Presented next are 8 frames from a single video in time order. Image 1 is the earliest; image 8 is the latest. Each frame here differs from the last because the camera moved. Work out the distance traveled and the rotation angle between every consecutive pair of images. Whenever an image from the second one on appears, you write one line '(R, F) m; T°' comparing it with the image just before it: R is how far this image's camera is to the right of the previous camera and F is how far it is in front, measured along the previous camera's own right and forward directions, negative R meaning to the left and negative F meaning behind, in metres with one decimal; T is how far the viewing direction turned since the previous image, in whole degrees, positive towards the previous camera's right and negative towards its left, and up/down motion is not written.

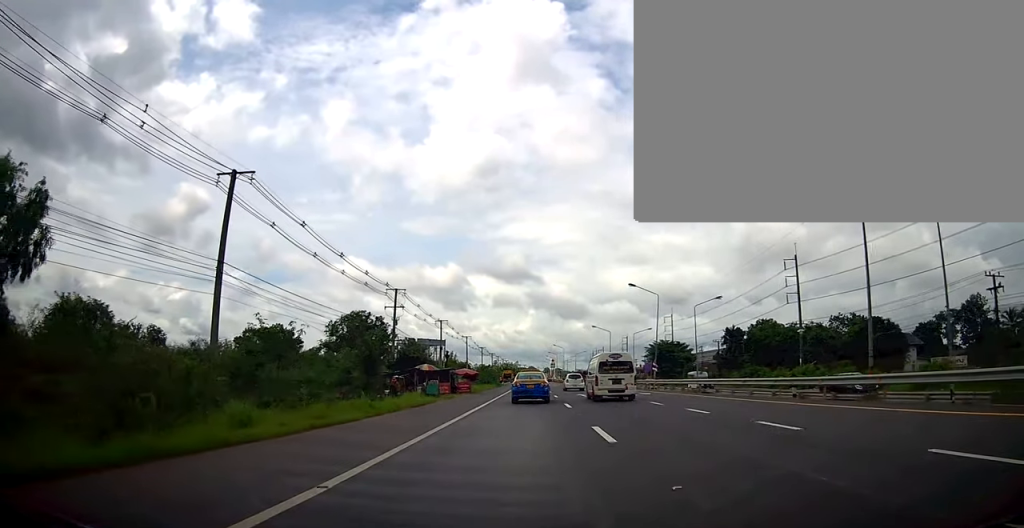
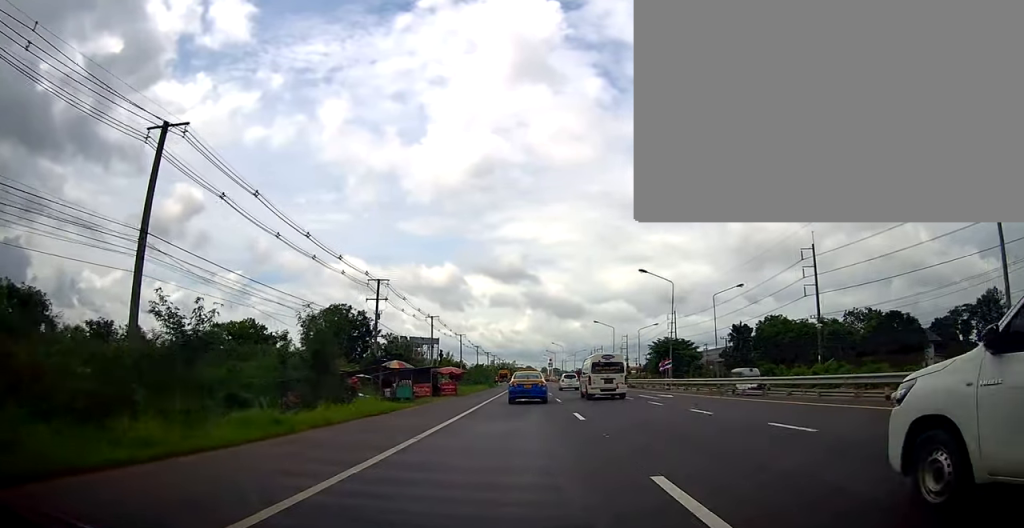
(+0.2, +7.0) m; +3°
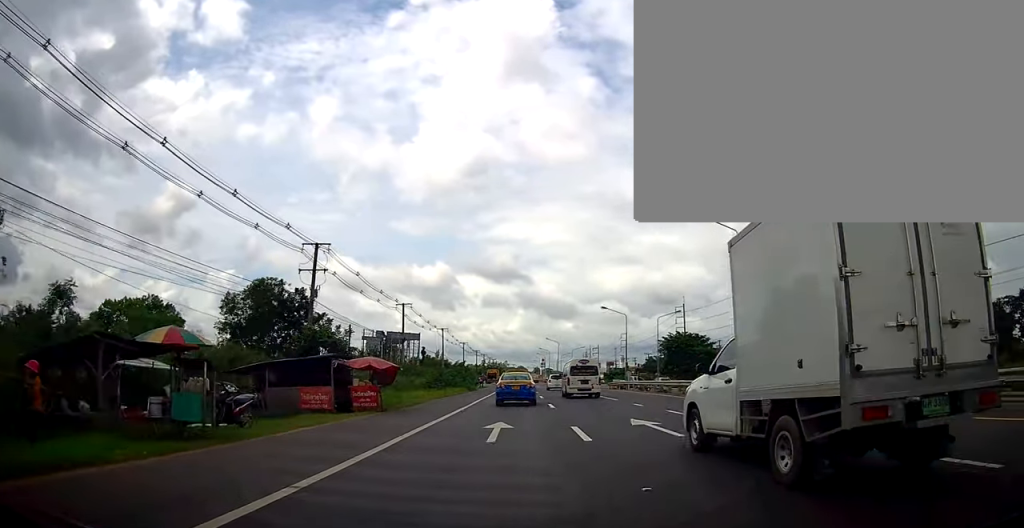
(+1.0, +17.3) m; +2°
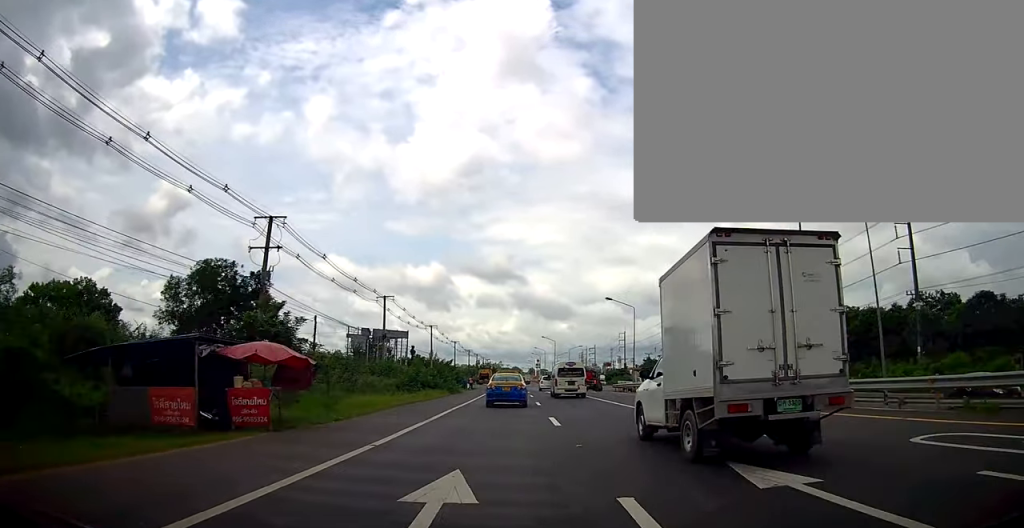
(0.0, +8.2) m; 0°
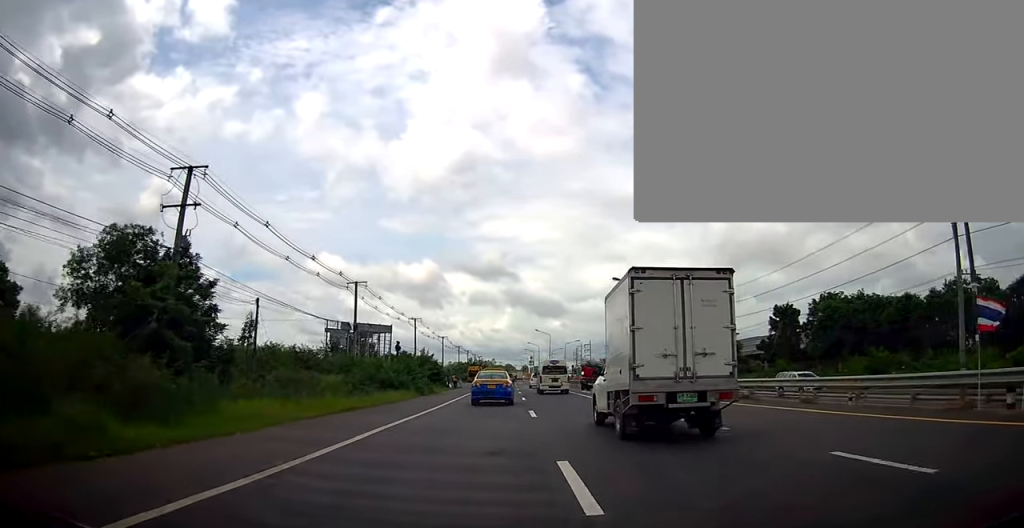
(-0.5, +9.8) m; 0°
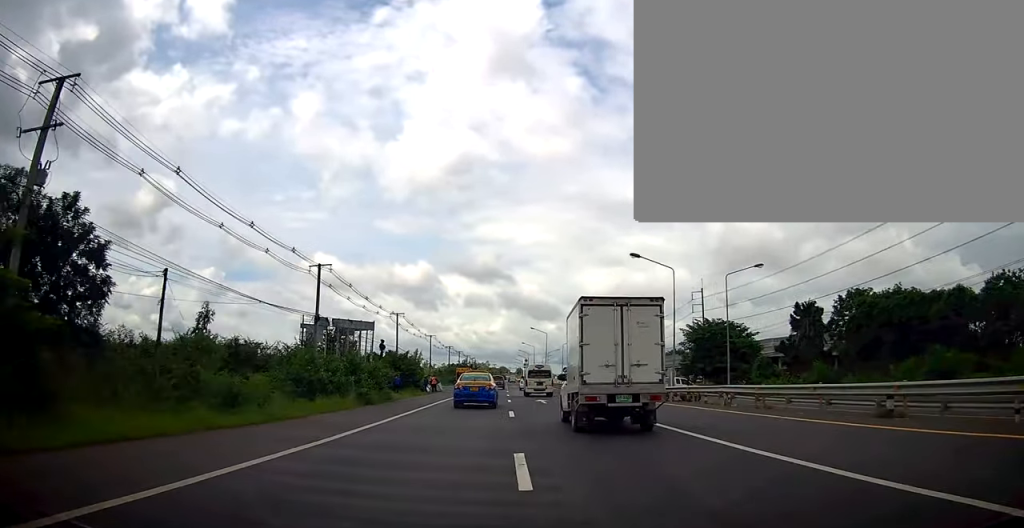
(+0.4, +10.6) m; +2°
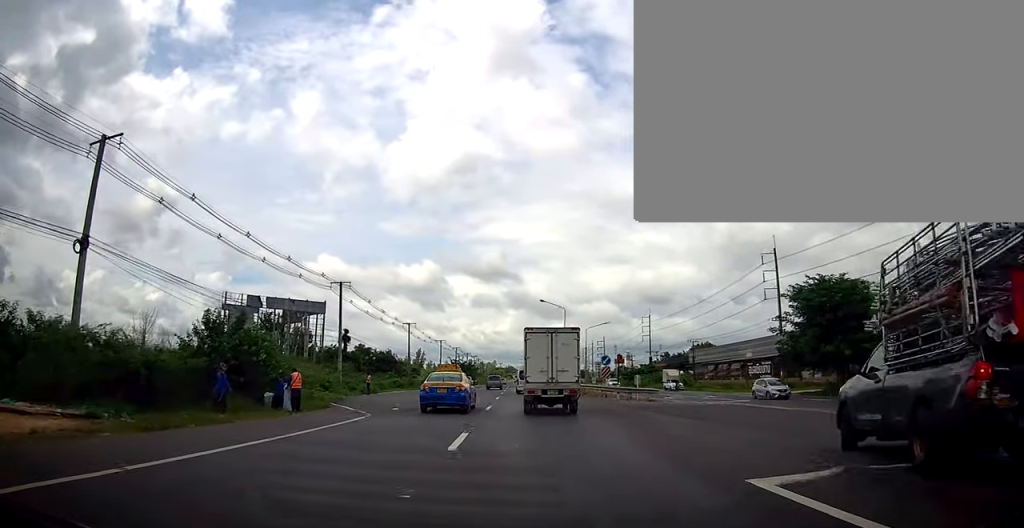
(+0.7, +32.1) m; +1°
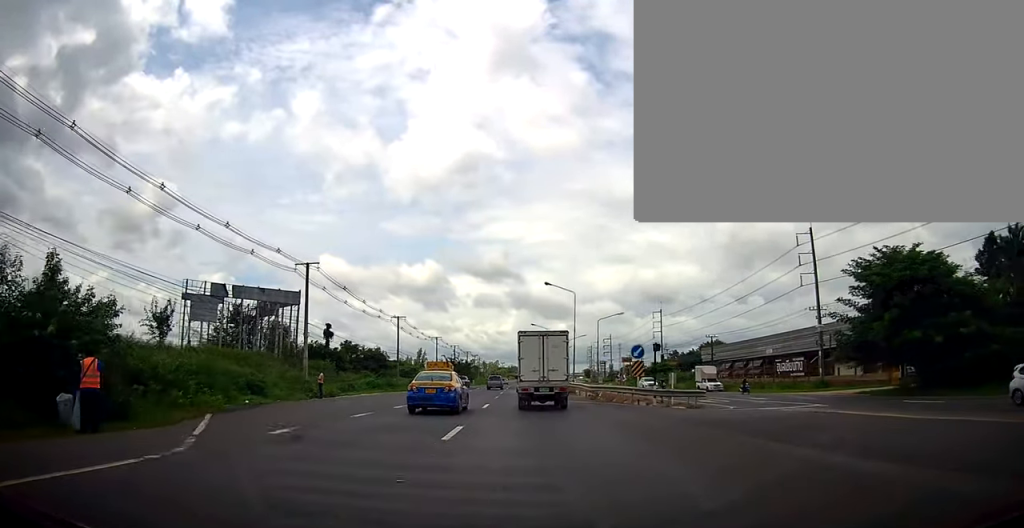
(-0.1, +10.4) m; 0°
